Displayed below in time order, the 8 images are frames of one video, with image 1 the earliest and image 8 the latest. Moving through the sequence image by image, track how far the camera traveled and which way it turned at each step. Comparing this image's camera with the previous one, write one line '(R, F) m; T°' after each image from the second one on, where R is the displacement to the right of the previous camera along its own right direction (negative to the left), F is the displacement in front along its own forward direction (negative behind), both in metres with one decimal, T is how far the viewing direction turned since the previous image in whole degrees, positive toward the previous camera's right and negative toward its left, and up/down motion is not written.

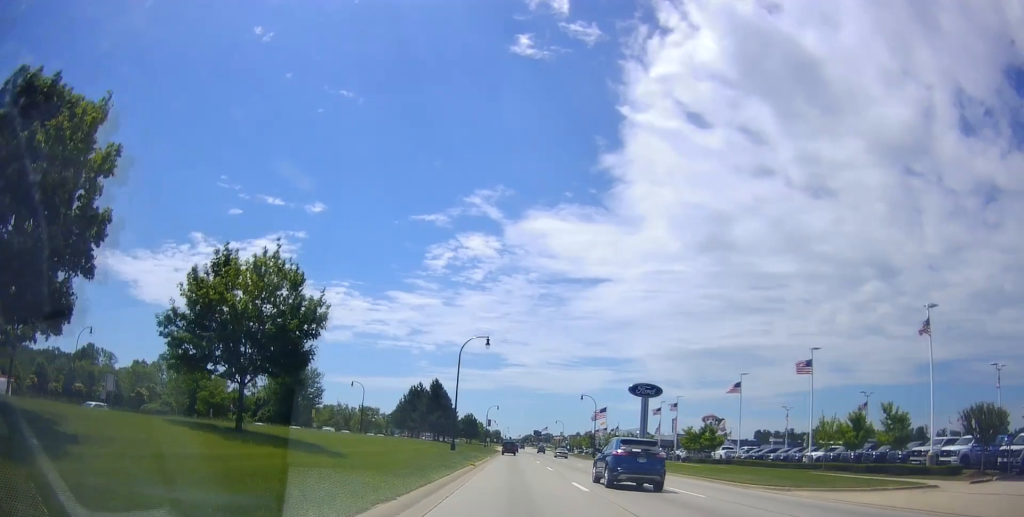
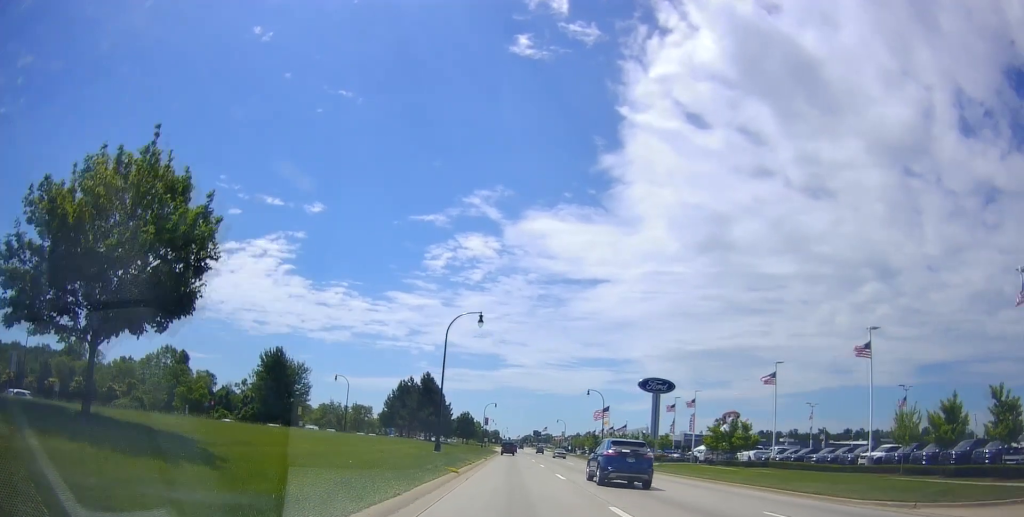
(0.0, +8.8) m; 0°
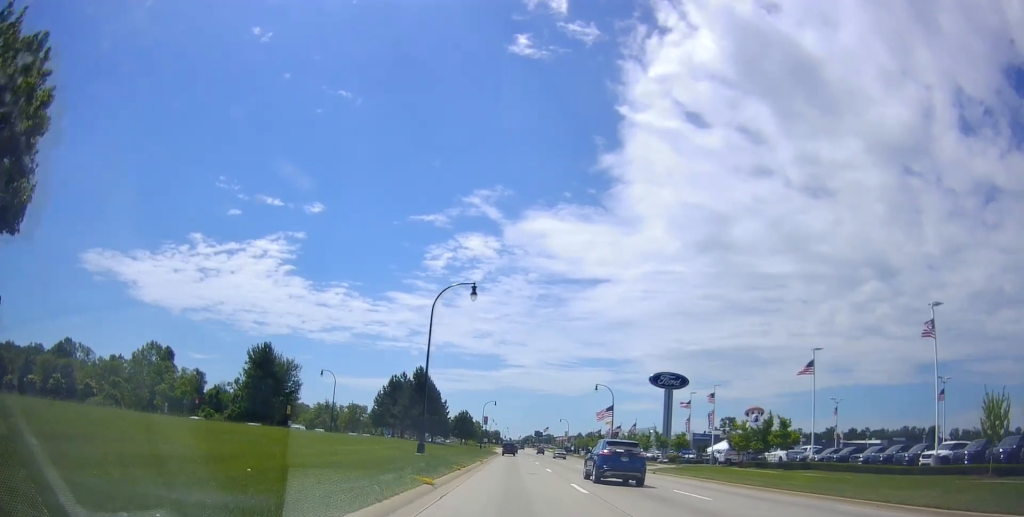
(0.0, +7.1) m; 0°
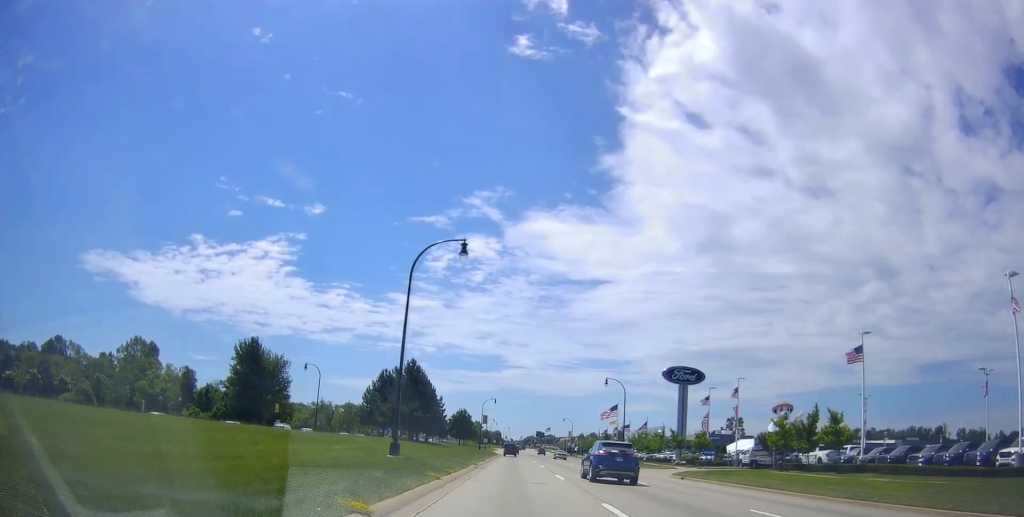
(0.0, +7.1) m; -1°
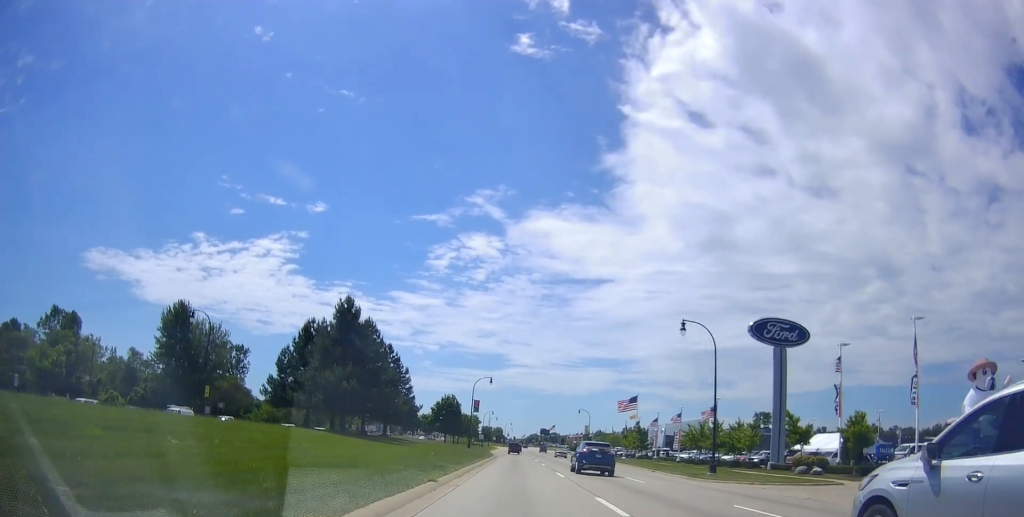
(-1.0, +29.4) m; -1°
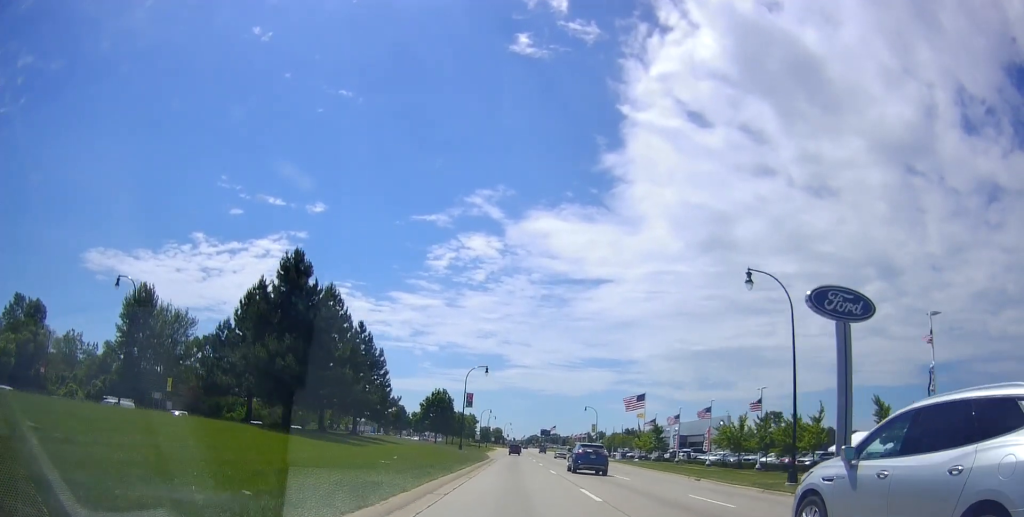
(+0.4, +10.9) m; +2°
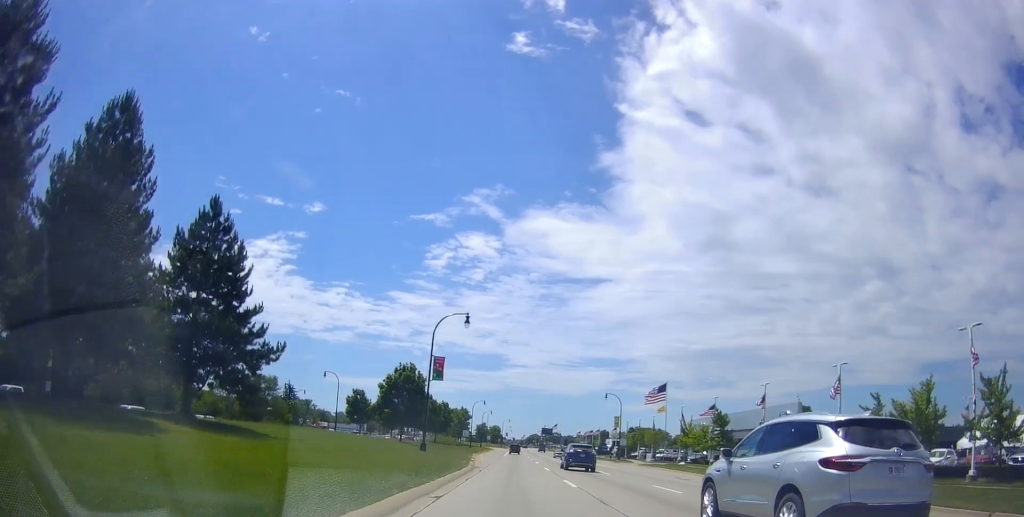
(-0.2, +25.5) m; -1°
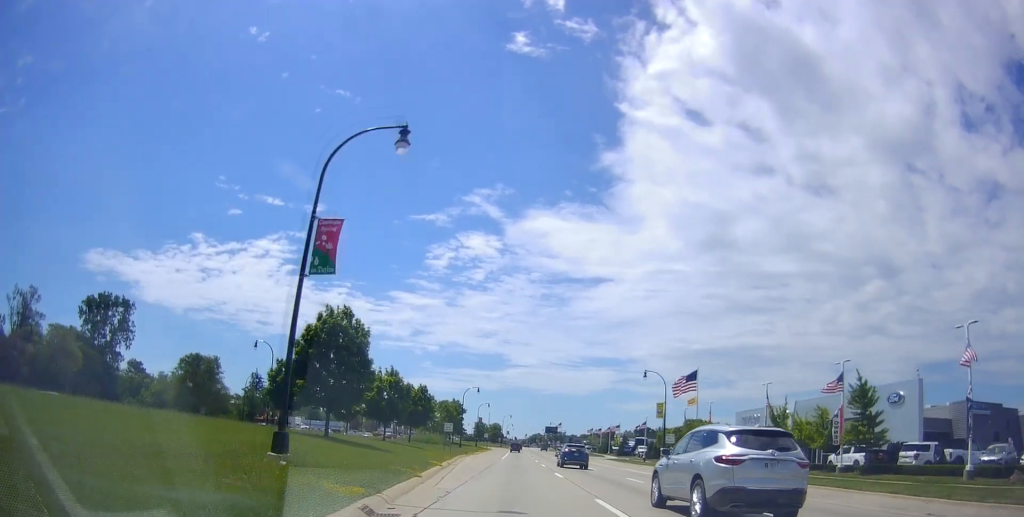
(+0.1, +24.3) m; -1°
